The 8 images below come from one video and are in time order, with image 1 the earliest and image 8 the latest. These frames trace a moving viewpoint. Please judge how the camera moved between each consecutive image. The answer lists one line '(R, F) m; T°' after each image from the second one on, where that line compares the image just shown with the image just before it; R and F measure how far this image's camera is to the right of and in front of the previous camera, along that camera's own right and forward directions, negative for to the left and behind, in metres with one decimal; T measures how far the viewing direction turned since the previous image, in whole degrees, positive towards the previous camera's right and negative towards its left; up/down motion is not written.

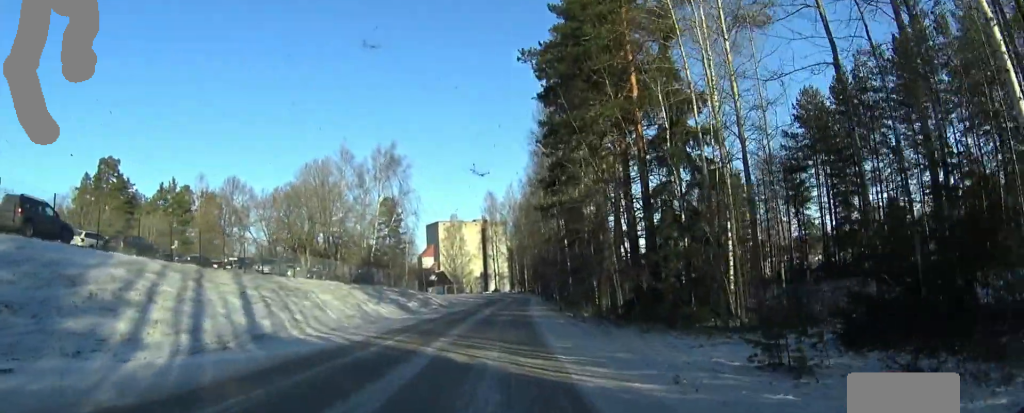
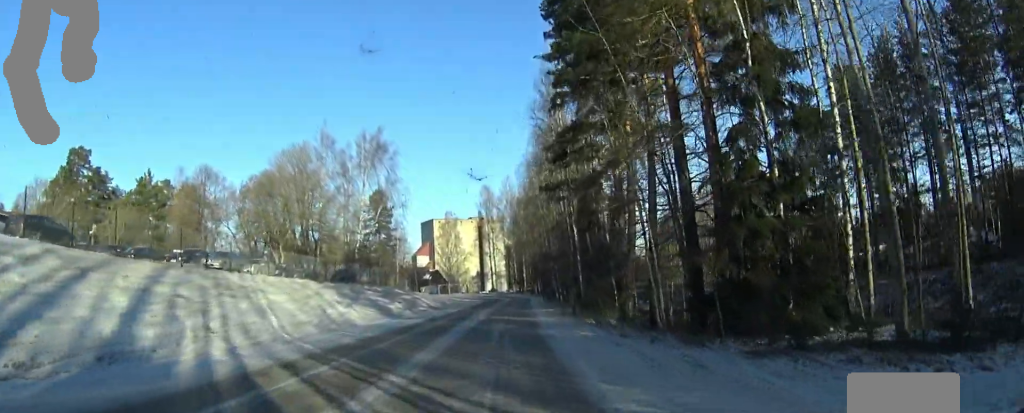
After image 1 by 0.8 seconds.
(-0.2, +8.3) m; +2°
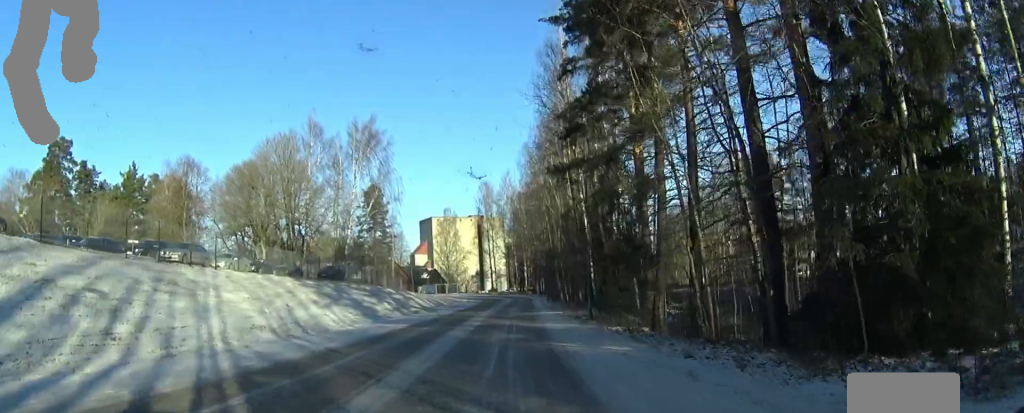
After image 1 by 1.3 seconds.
(+0.5, +5.3) m; +1°
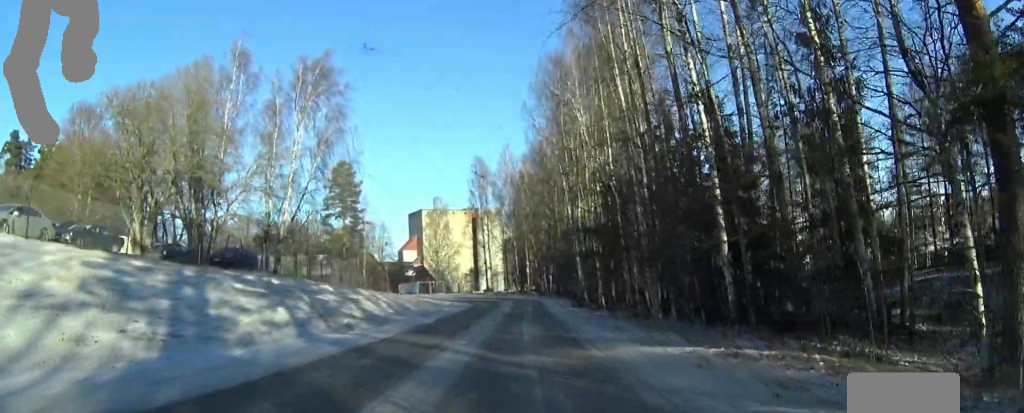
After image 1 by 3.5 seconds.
(-1.2, +22.5) m; -2°
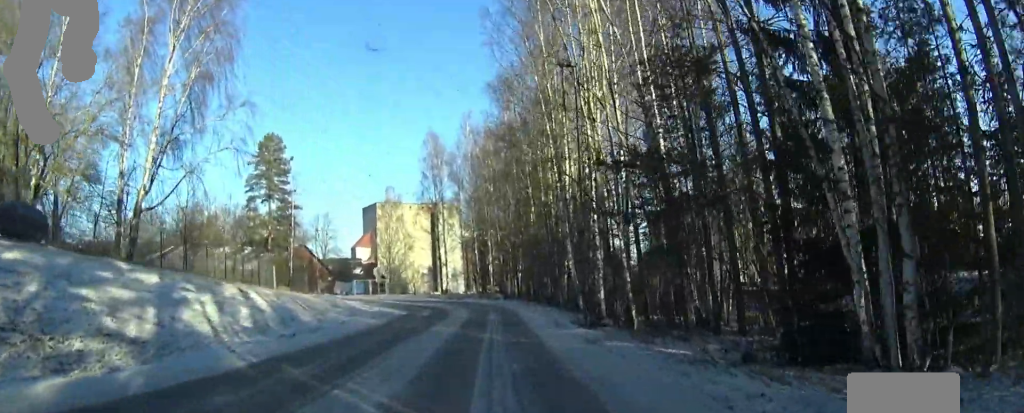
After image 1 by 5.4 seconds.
(+1.7, +18.5) m; +6°
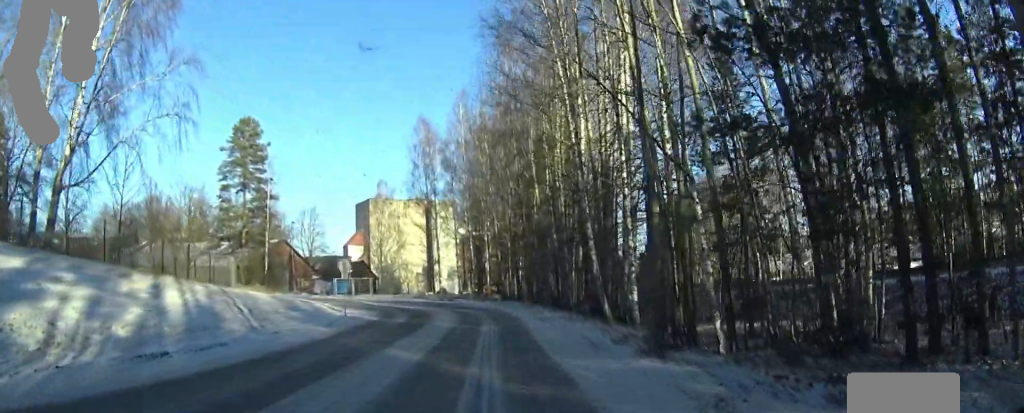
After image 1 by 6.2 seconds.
(0.0, +8.3) m; -5°
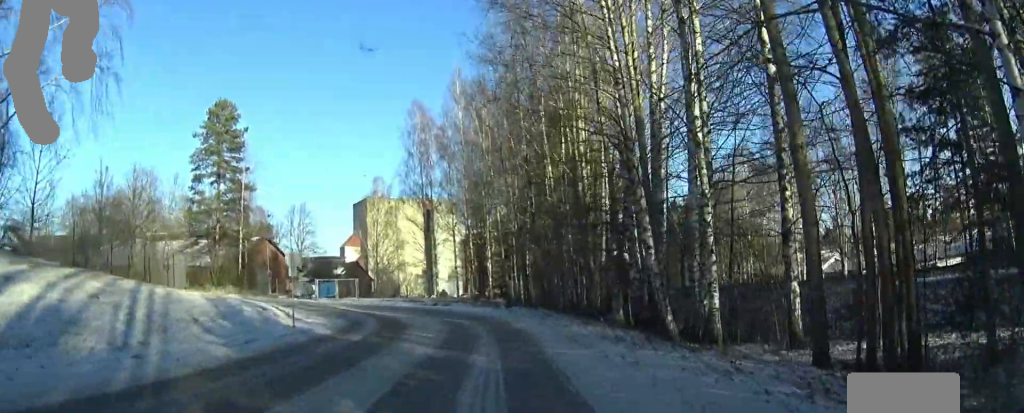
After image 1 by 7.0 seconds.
(-0.5, +8.5) m; -4°
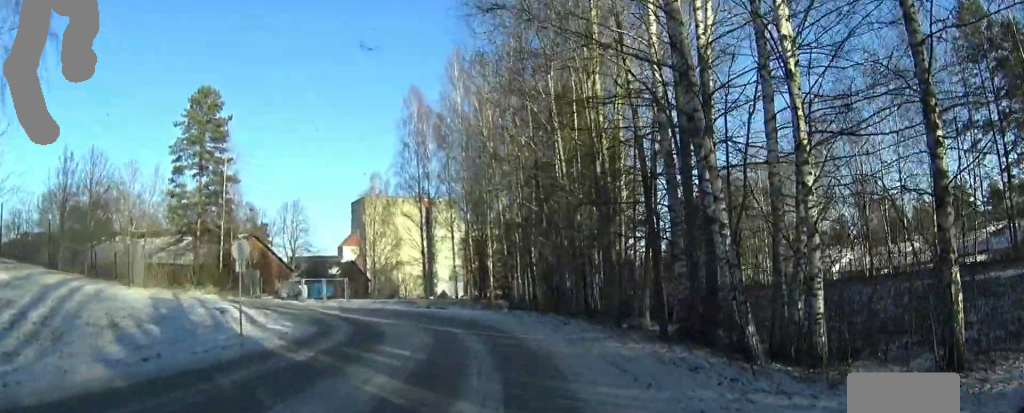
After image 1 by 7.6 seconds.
(-0.7, +5.1) m; 0°
